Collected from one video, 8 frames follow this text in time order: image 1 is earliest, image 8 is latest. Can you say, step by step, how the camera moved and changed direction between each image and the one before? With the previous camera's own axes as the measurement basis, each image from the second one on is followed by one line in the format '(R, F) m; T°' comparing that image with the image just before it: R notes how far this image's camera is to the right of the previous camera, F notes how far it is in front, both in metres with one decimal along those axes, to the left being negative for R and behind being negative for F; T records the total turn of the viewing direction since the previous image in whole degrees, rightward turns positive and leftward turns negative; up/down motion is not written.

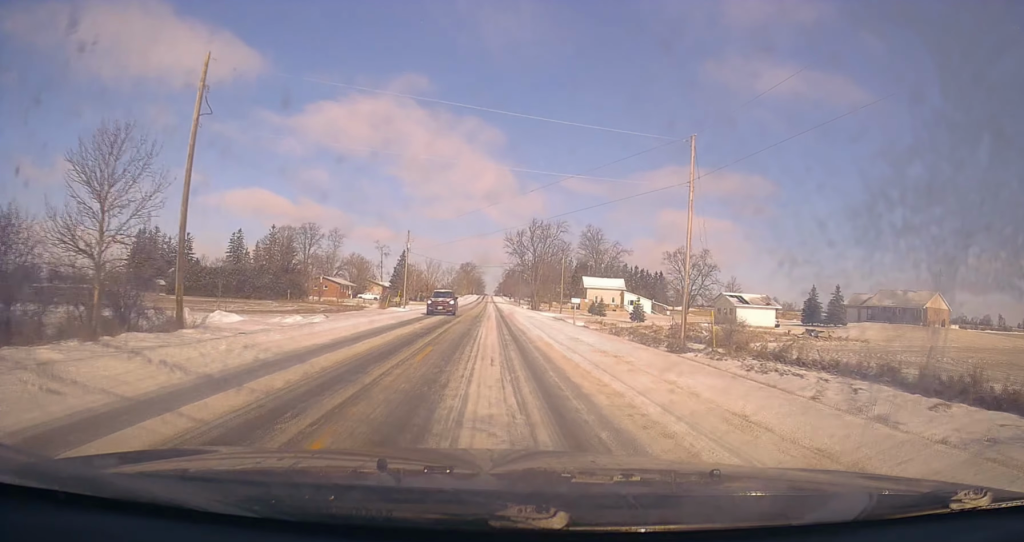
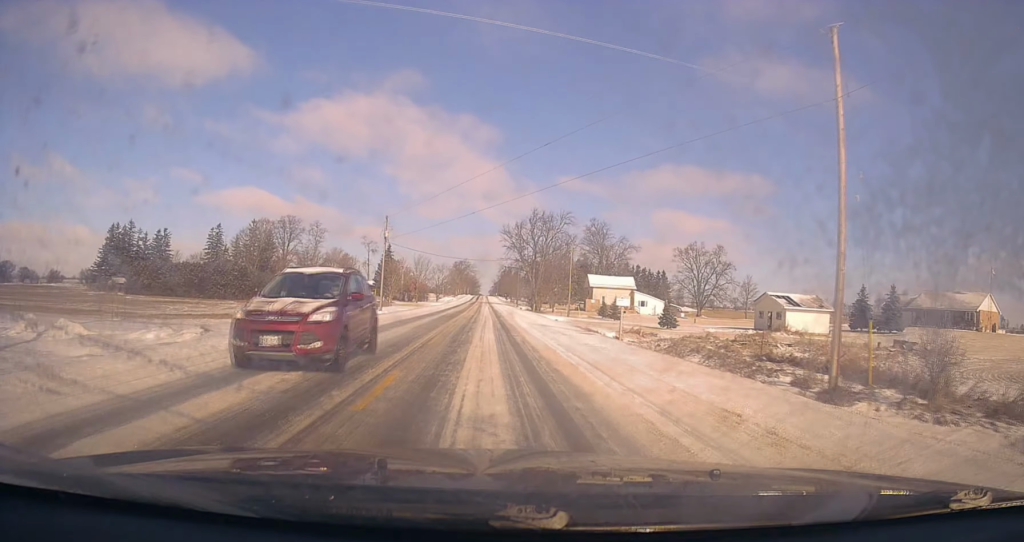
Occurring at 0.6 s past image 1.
(+0.2, +14.2) m; 0°
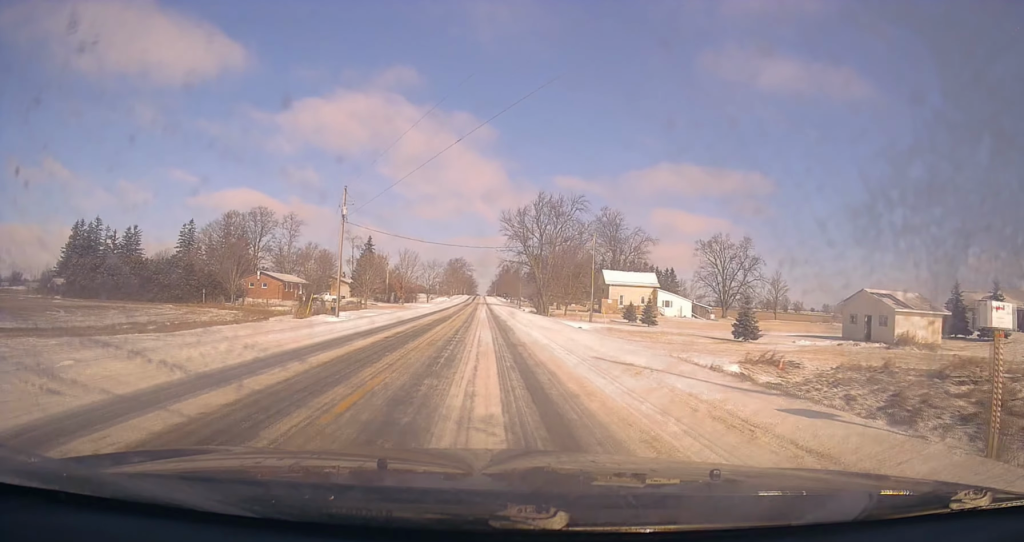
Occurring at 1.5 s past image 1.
(-0.3, +18.6) m; -2°
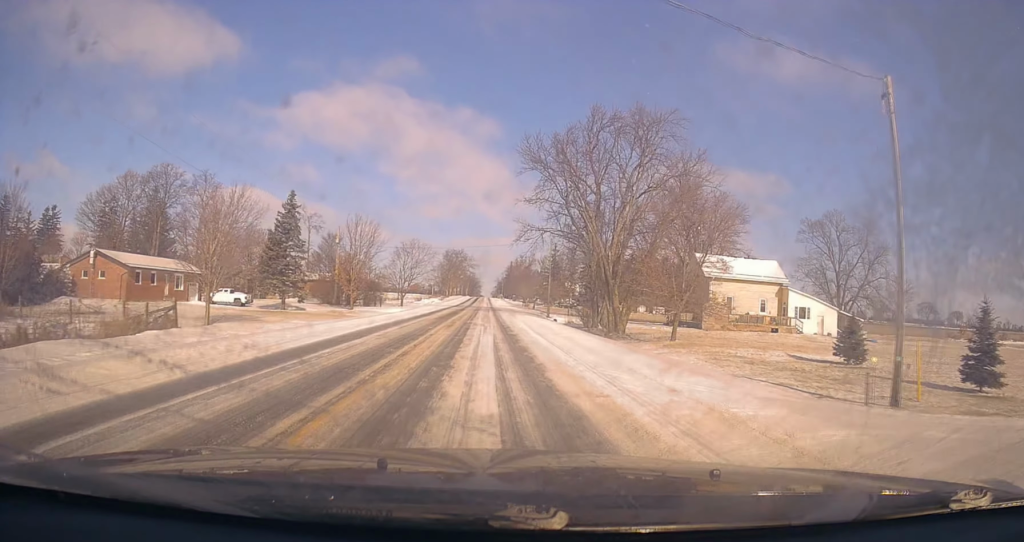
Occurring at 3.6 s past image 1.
(+0.2, +47.4) m; +2°
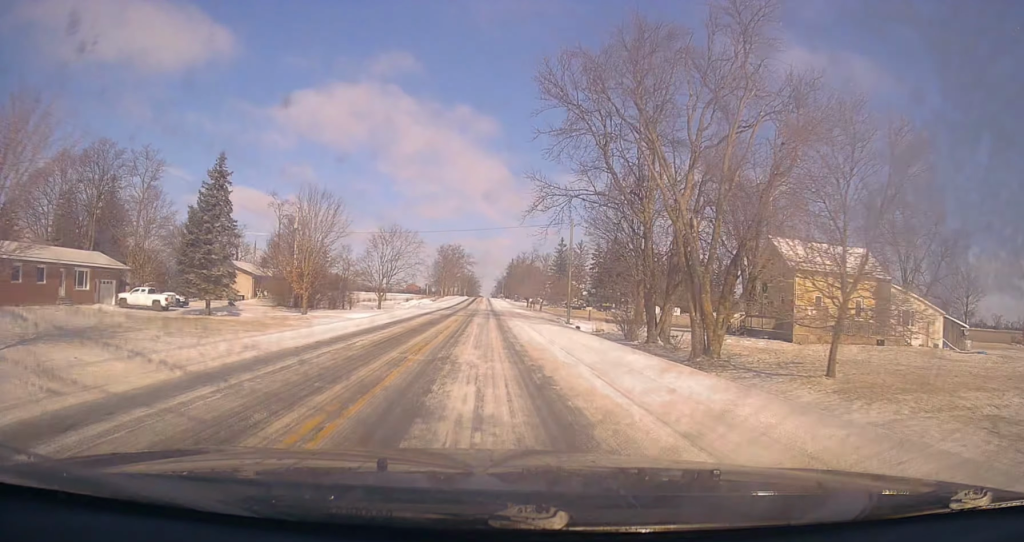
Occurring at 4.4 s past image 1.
(0.0, +17.4) m; -1°
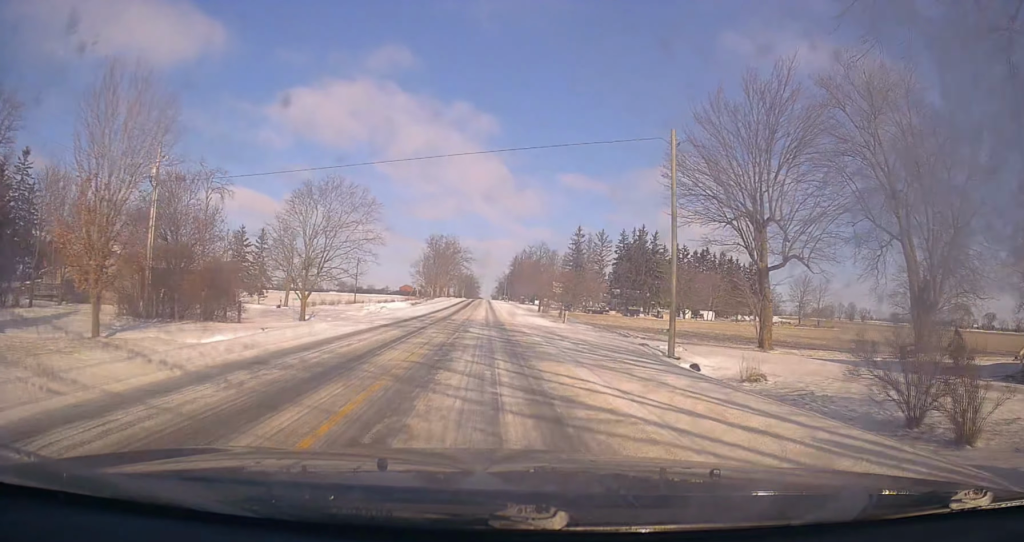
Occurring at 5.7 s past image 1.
(-0.4, +29.9) m; -1°
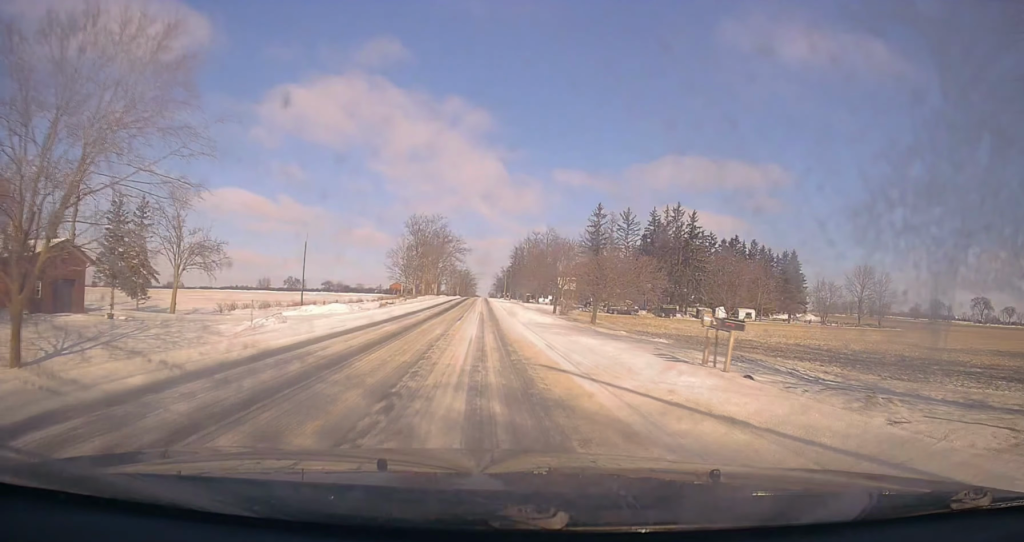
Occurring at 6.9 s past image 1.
(+0.2, +27.4) m; +1°
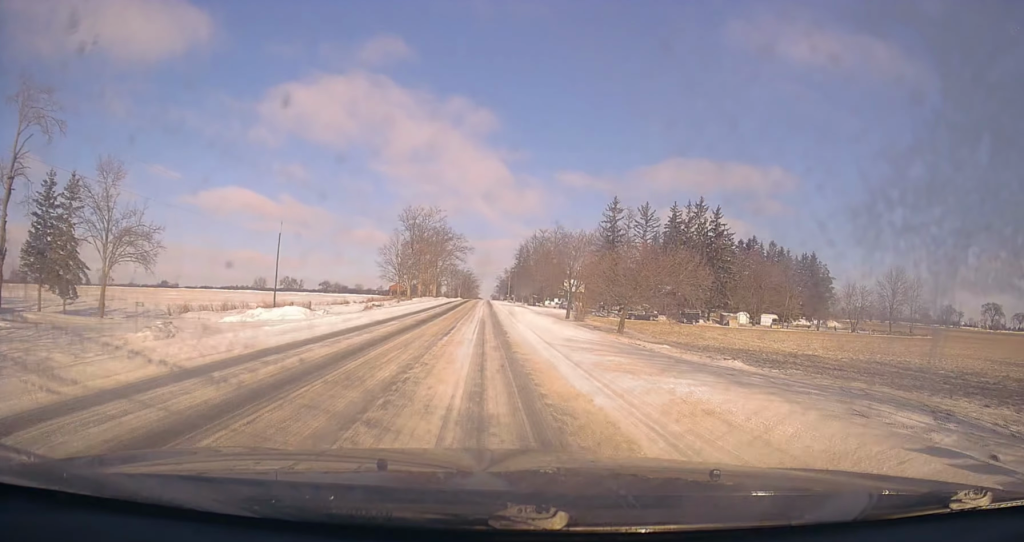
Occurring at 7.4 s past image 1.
(+0.1, +10.5) m; 0°
